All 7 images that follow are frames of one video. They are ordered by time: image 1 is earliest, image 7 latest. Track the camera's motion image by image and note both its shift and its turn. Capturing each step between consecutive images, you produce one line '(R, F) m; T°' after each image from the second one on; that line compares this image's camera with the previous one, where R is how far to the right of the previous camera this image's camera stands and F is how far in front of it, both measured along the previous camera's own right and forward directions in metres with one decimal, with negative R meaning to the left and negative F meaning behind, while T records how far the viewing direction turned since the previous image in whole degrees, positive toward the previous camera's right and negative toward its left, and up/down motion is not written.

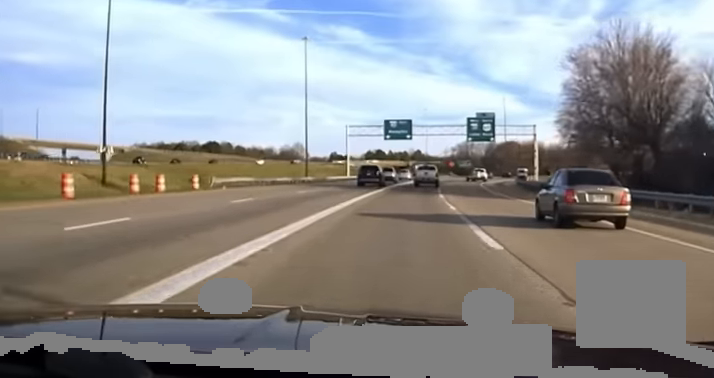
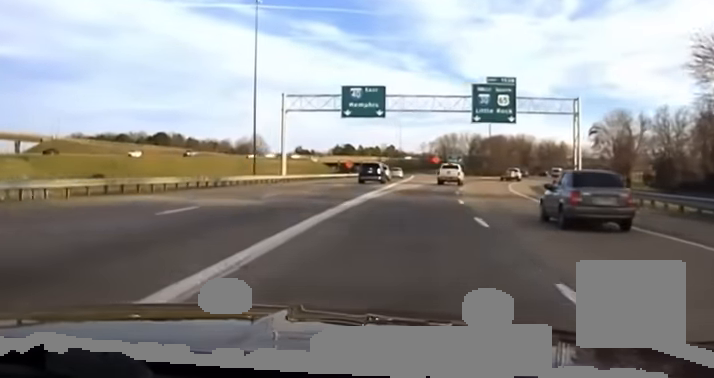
(+0.5, +43.0) m; +3°
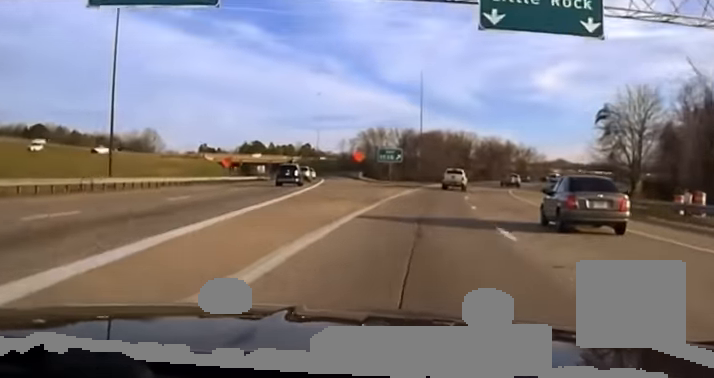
(+2.2, +46.7) m; +6°
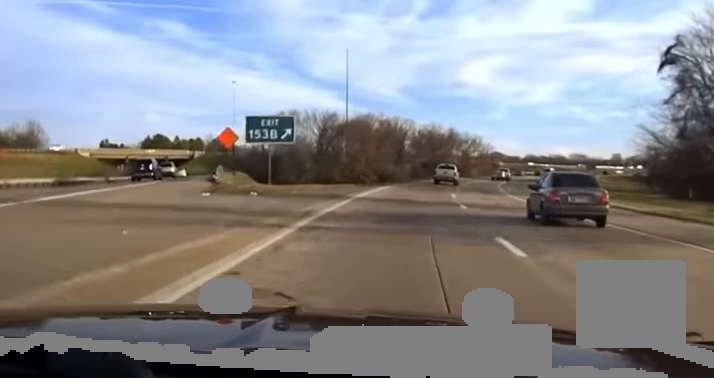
(+2.5, +45.3) m; +6°
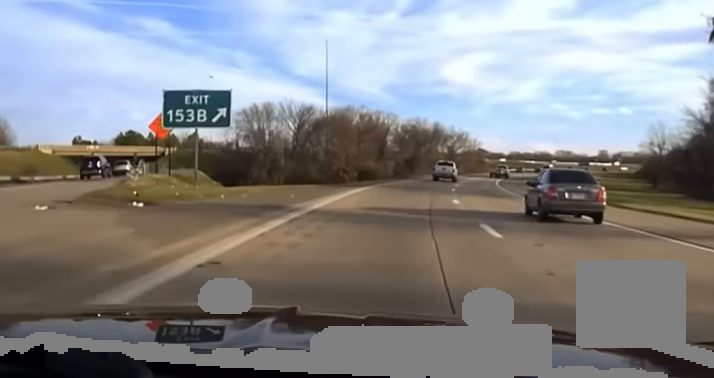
(+0.2, +13.0) m; +1°
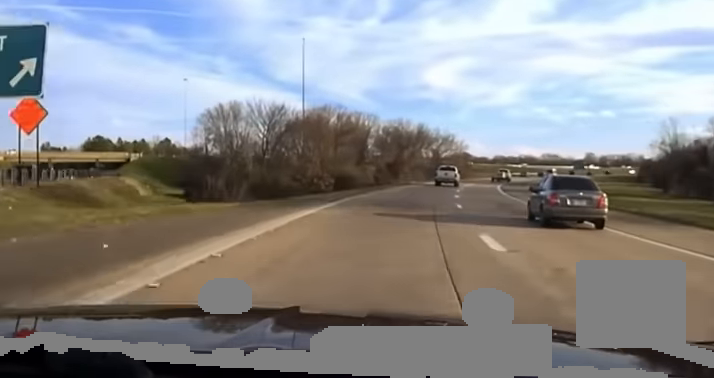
(+0.2, +15.9) m; +2°
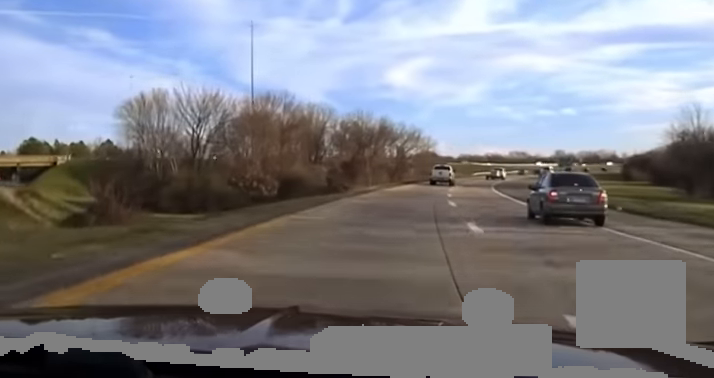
(+0.6, +28.5) m; +3°
